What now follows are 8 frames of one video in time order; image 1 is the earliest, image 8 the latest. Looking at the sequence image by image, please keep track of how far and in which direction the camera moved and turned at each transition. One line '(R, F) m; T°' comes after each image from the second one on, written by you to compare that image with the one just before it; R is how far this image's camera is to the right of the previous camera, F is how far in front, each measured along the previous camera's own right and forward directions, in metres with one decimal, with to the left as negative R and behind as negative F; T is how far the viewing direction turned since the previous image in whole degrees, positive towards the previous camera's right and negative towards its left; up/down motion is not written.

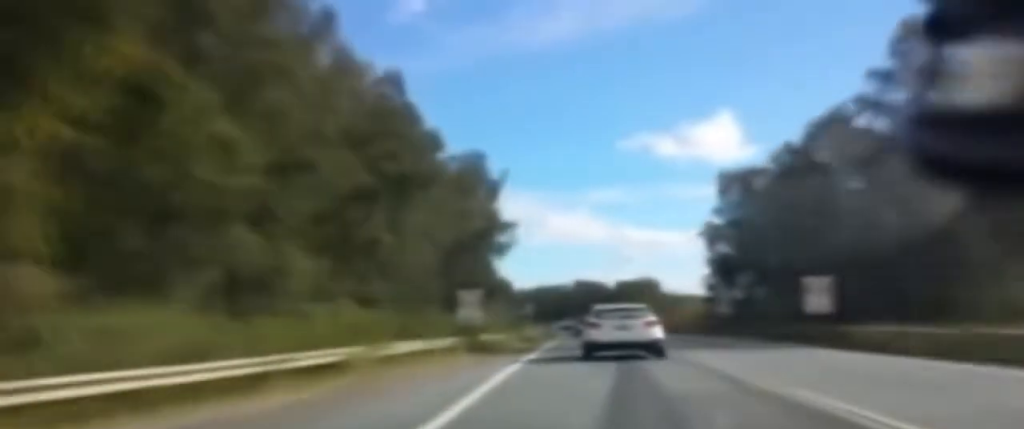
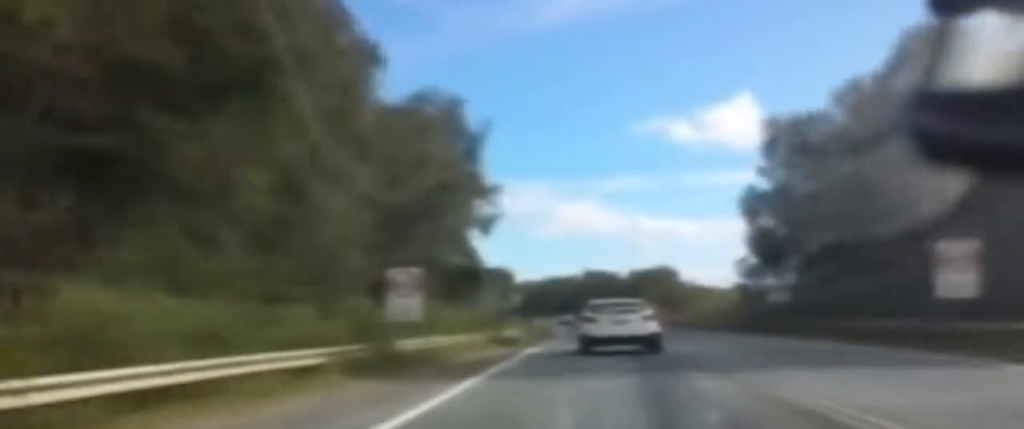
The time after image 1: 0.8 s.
(-1.1, +12.6) m; -2°
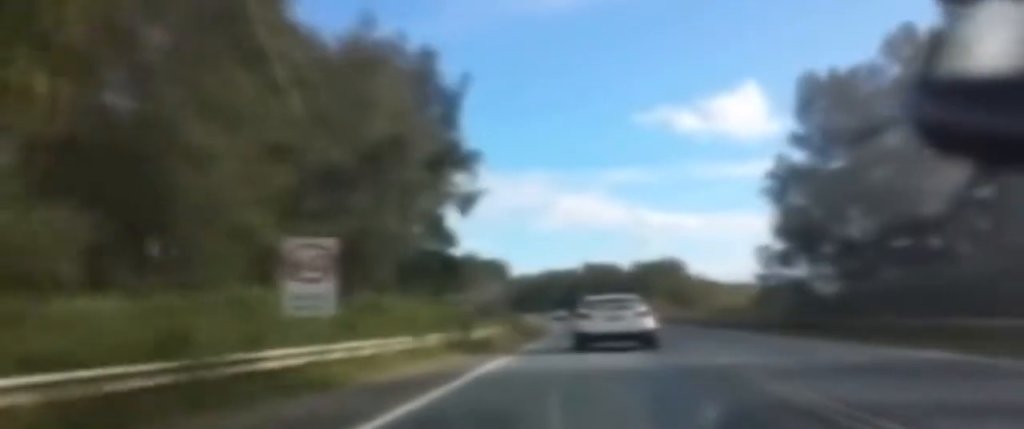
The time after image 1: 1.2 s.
(+0.1, +7.9) m; +1°
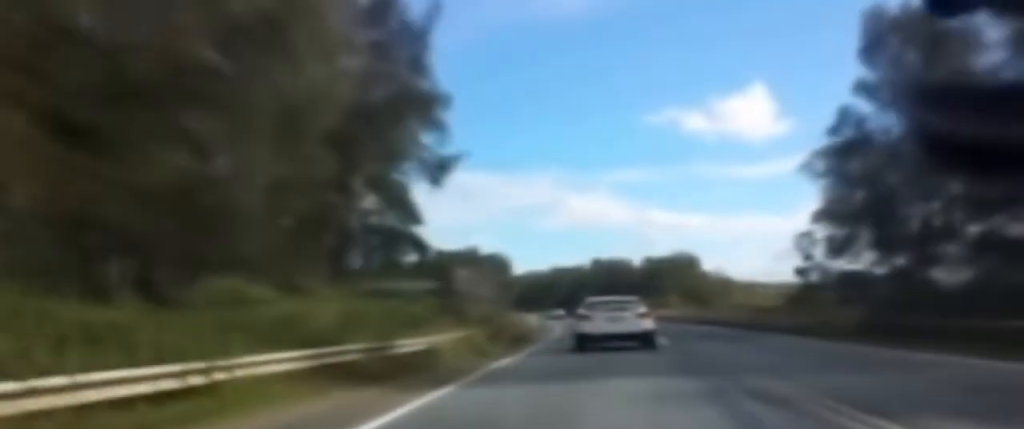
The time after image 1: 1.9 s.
(+0.3, +11.4) m; +2°
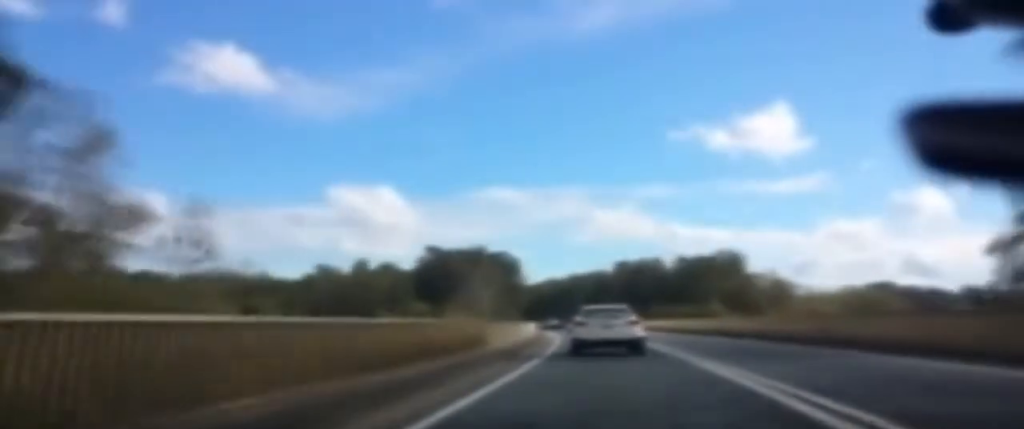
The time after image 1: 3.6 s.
(-1.2, +29.3) m; -4°
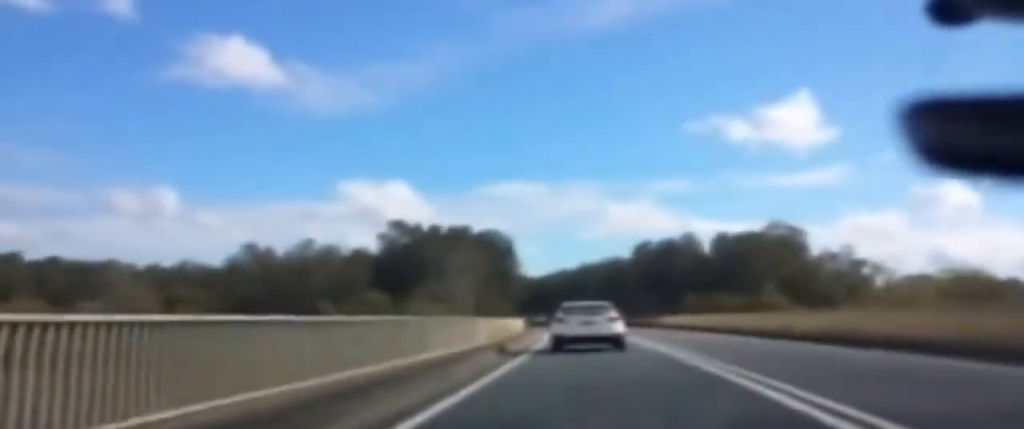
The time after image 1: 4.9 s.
(+0.1, +24.5) m; +1°
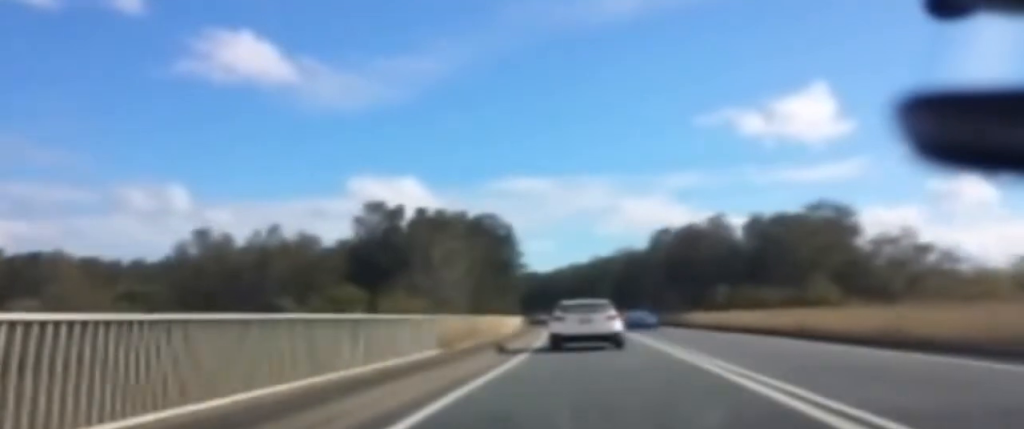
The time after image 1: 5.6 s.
(-0.1, +12.1) m; -2°
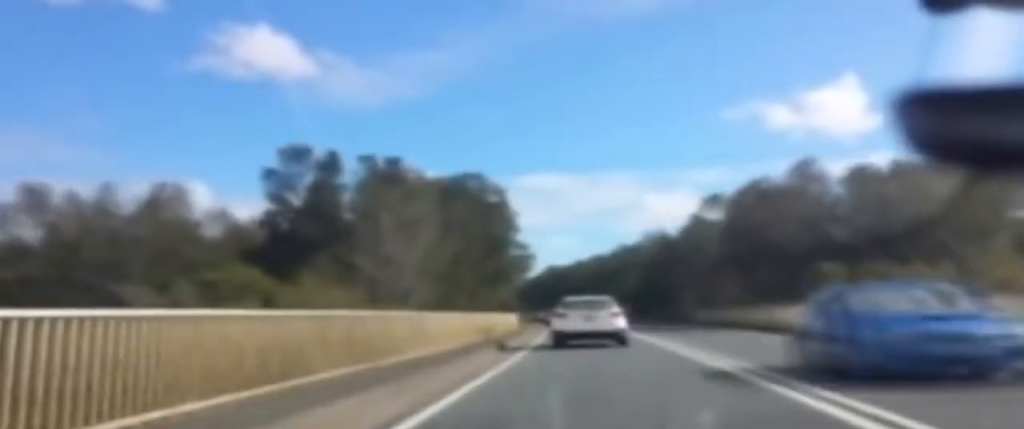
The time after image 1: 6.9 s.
(-0.9, +23.7) m; -1°
